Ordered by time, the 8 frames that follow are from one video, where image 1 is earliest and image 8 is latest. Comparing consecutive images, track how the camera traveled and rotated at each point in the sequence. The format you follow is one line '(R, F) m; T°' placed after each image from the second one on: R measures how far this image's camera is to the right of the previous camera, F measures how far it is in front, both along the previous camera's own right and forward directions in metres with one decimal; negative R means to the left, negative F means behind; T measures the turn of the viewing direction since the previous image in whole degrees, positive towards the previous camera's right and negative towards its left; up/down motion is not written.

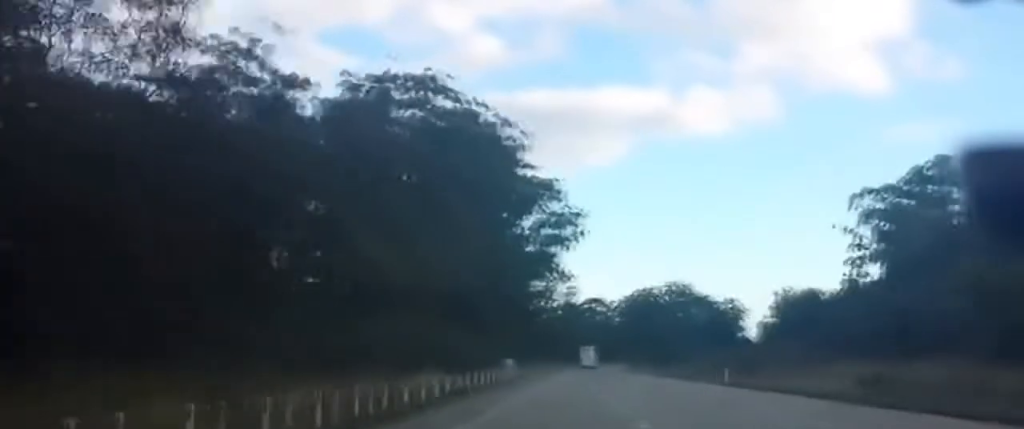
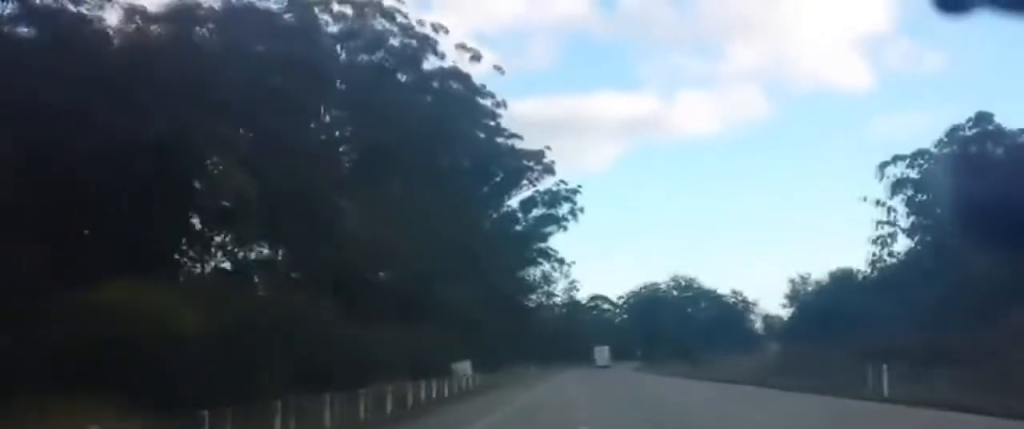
(-0.1, +32.9) m; 0°
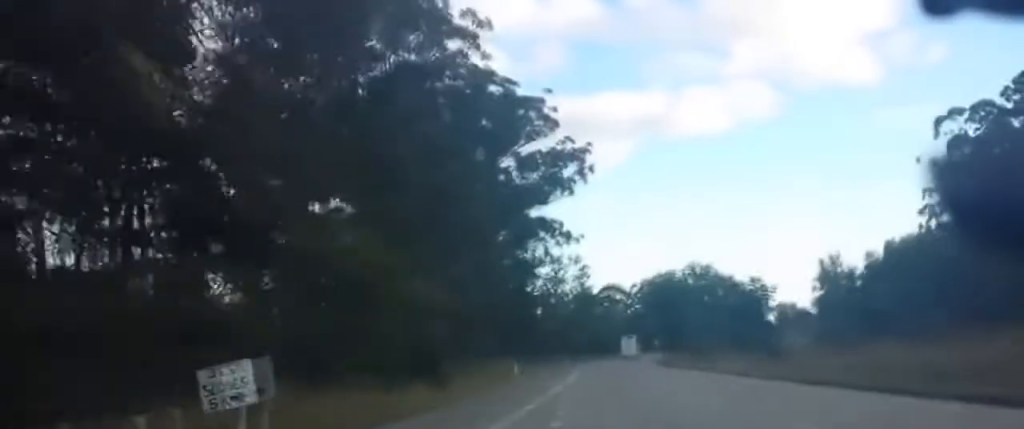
(-0.1, +32.6) m; -1°
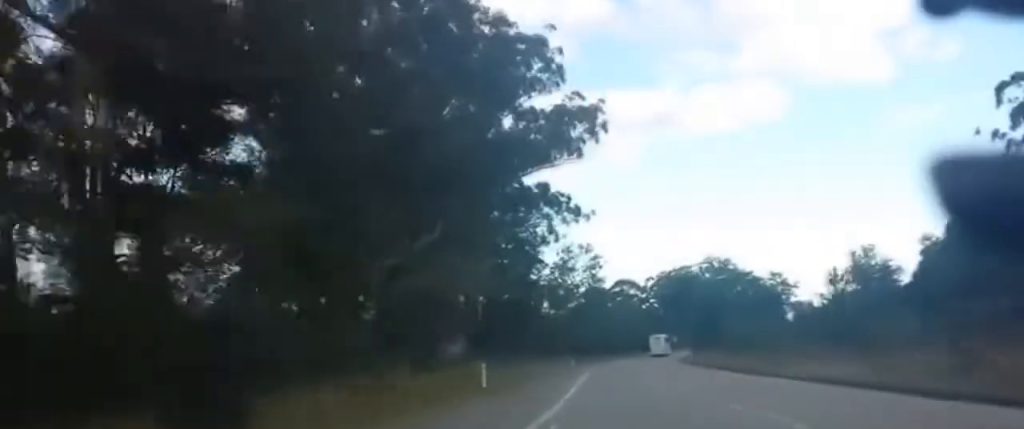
(-0.1, +22.0) m; -1°
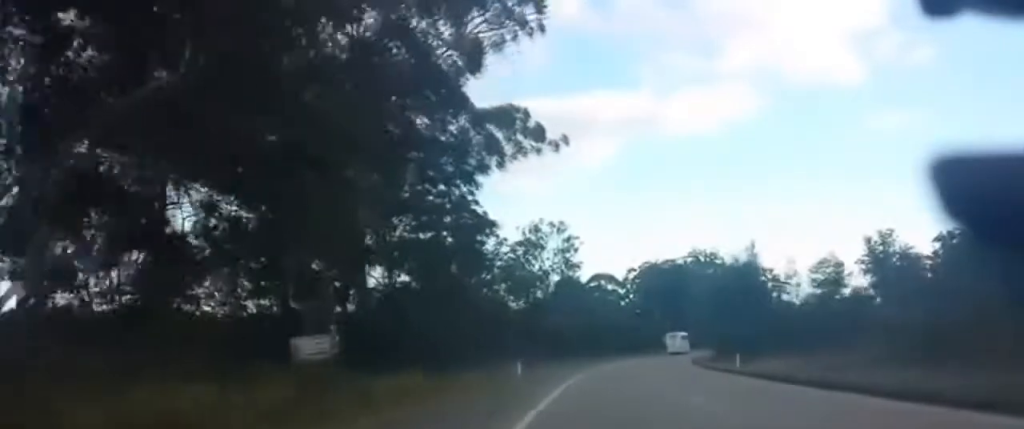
(-0.2, +42.5) m; 0°
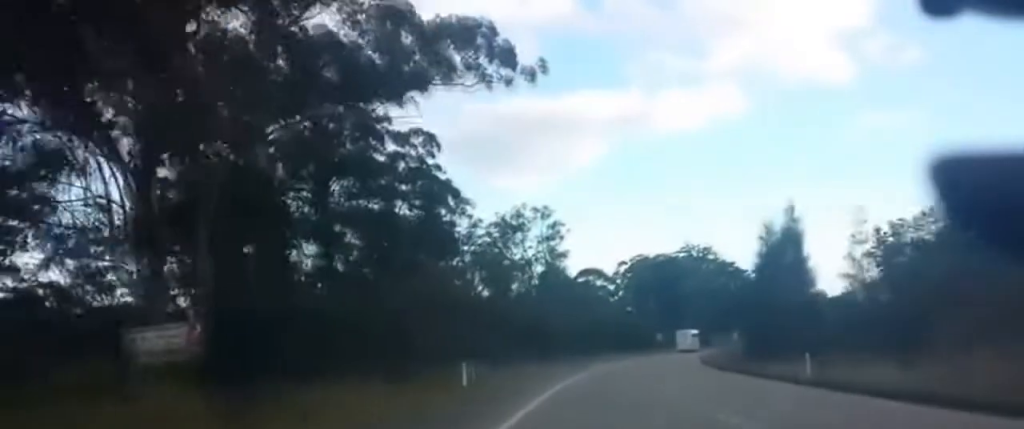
(+0.1, +19.3) m; +1°
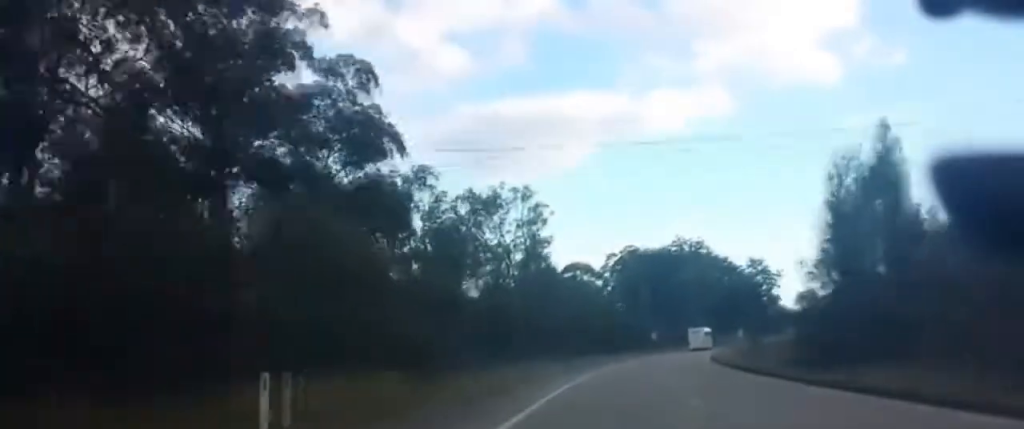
(0.0, +20.3) m; +1°
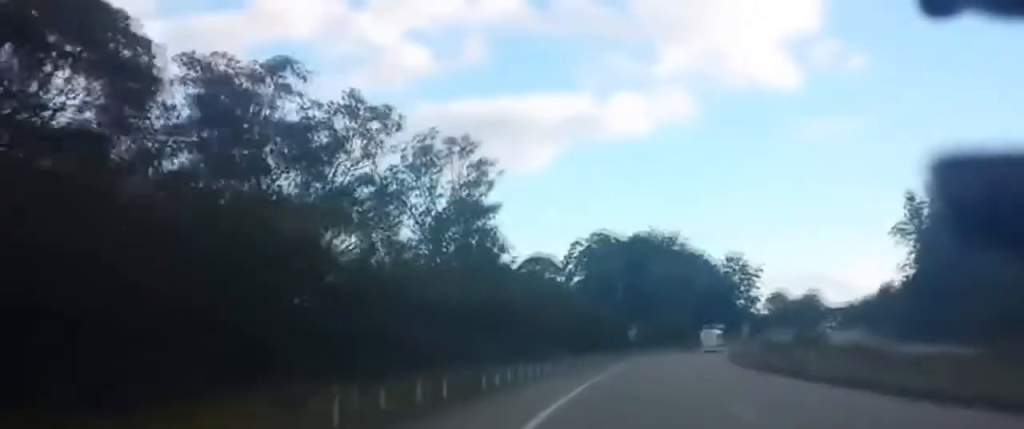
(+0.6, +37.7) m; +2°
